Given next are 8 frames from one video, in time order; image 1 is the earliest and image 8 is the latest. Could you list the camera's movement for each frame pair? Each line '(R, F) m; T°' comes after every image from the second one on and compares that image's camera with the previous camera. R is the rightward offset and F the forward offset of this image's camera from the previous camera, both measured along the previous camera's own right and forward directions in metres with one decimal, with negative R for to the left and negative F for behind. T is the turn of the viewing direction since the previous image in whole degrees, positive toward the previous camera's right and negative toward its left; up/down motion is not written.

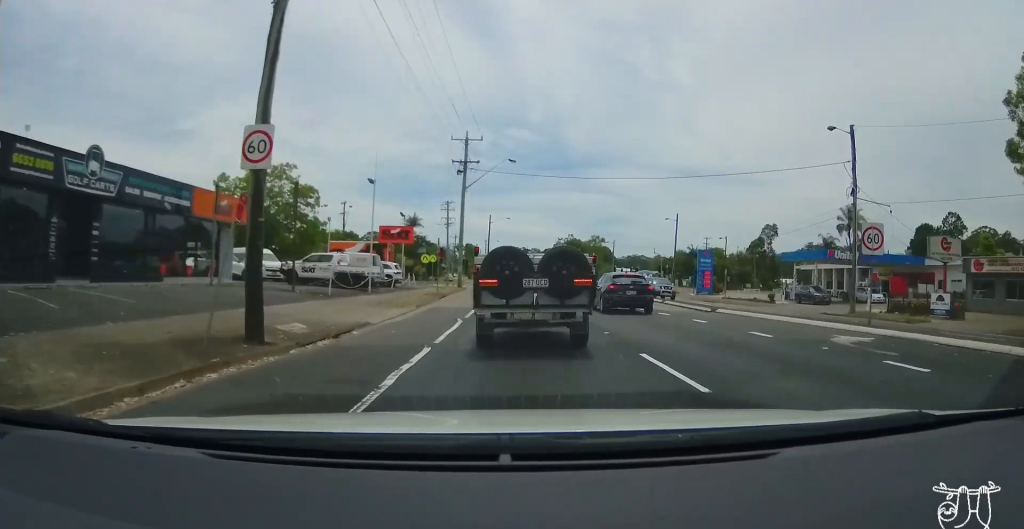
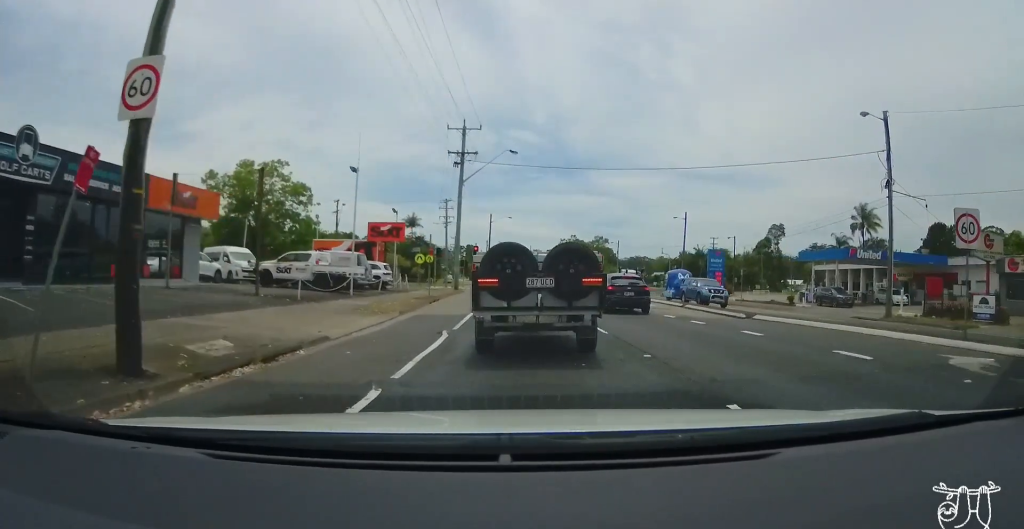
(+0.3, +3.6) m; 0°
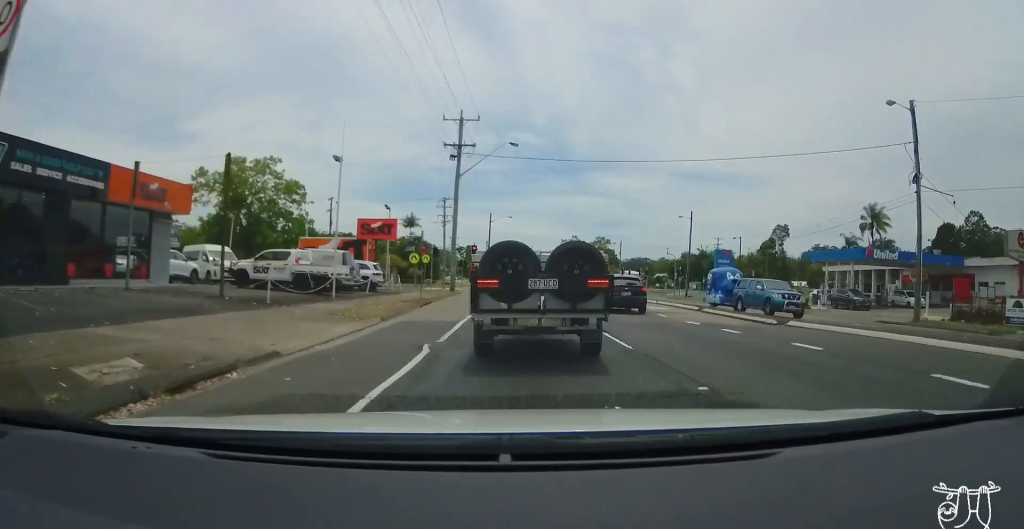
(-0.4, +2.8) m; -2°
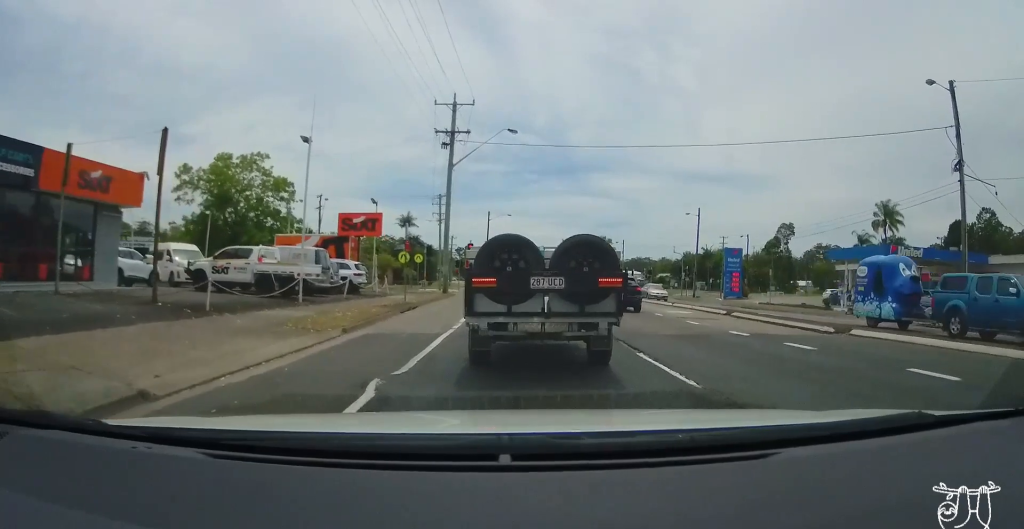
(+0.3, +3.6) m; +1°
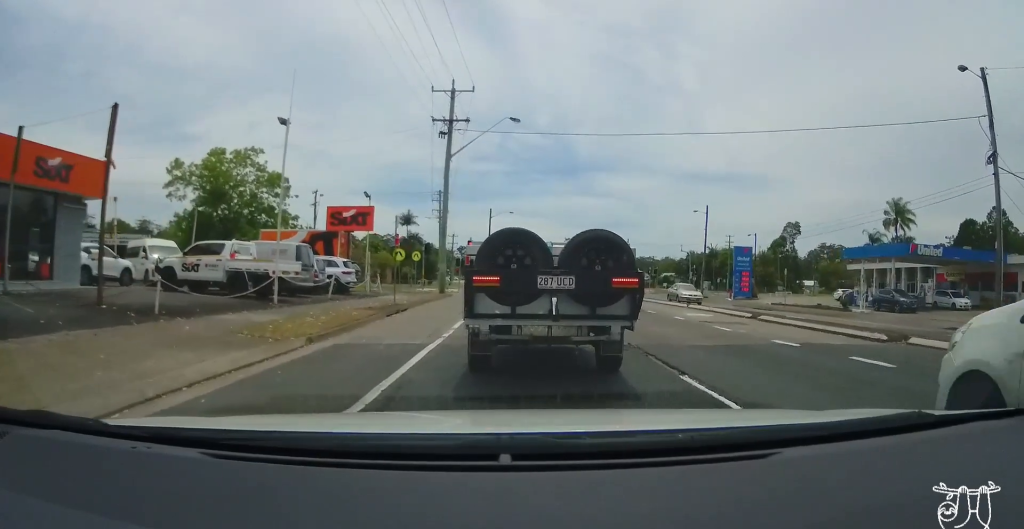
(-0.2, +2.6) m; -6°
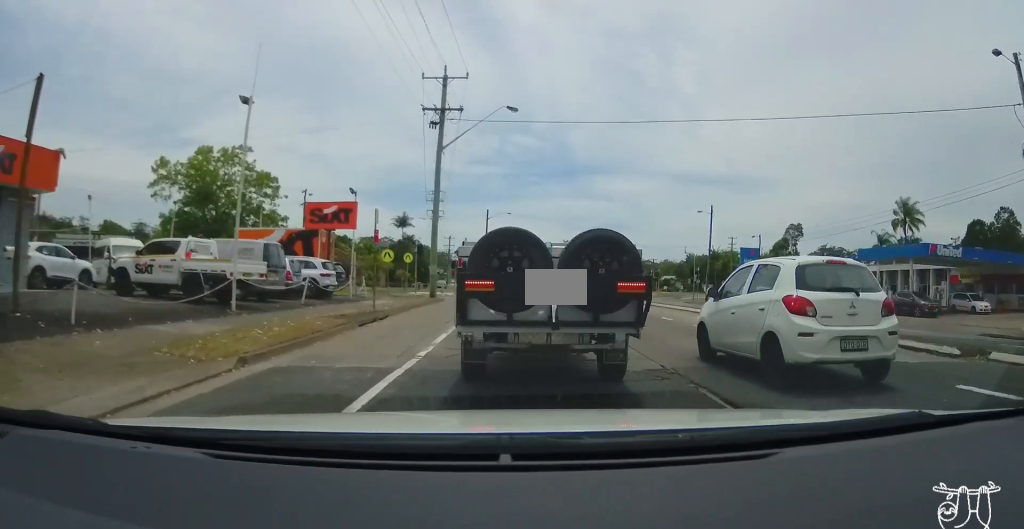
(-0.1, +3.2) m; -1°
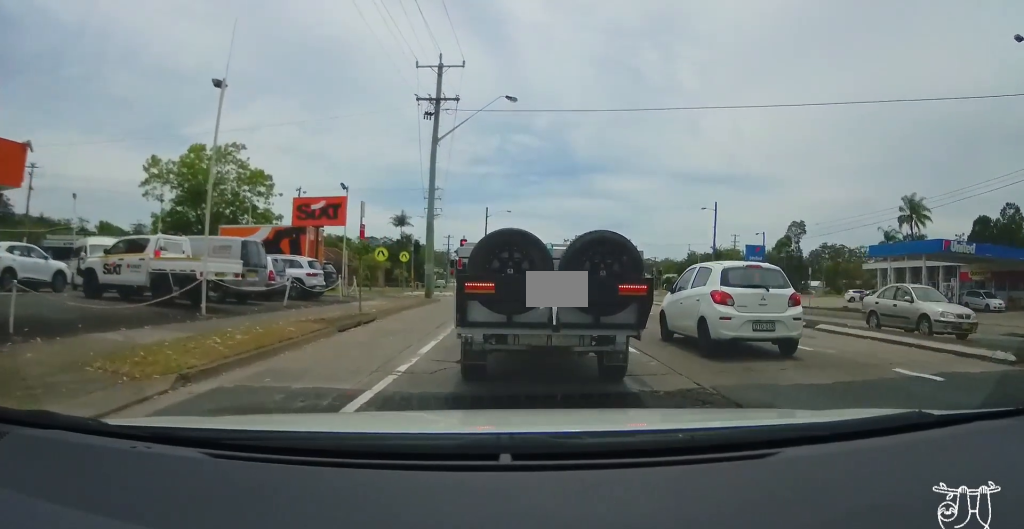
(0.0, +1.6) m; 0°
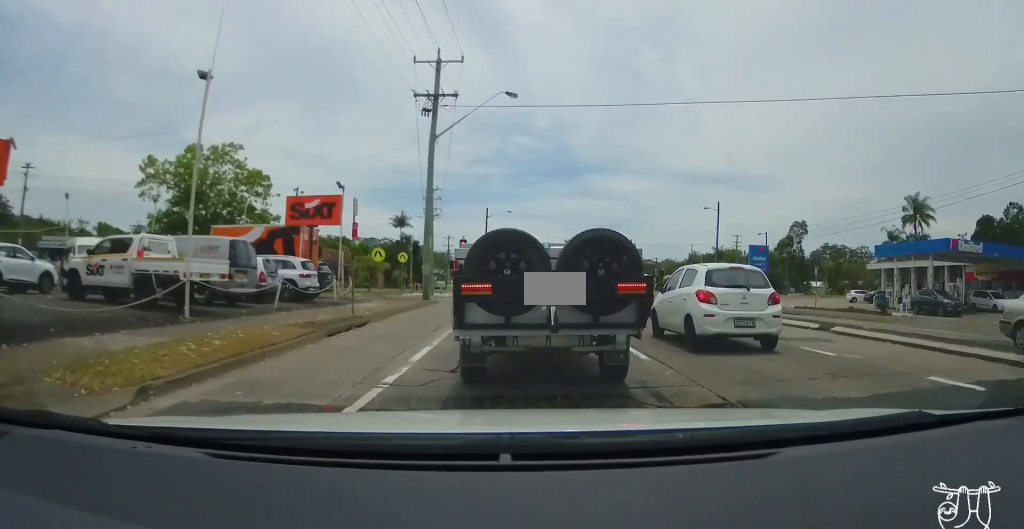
(0.0, +0.7) m; 0°
